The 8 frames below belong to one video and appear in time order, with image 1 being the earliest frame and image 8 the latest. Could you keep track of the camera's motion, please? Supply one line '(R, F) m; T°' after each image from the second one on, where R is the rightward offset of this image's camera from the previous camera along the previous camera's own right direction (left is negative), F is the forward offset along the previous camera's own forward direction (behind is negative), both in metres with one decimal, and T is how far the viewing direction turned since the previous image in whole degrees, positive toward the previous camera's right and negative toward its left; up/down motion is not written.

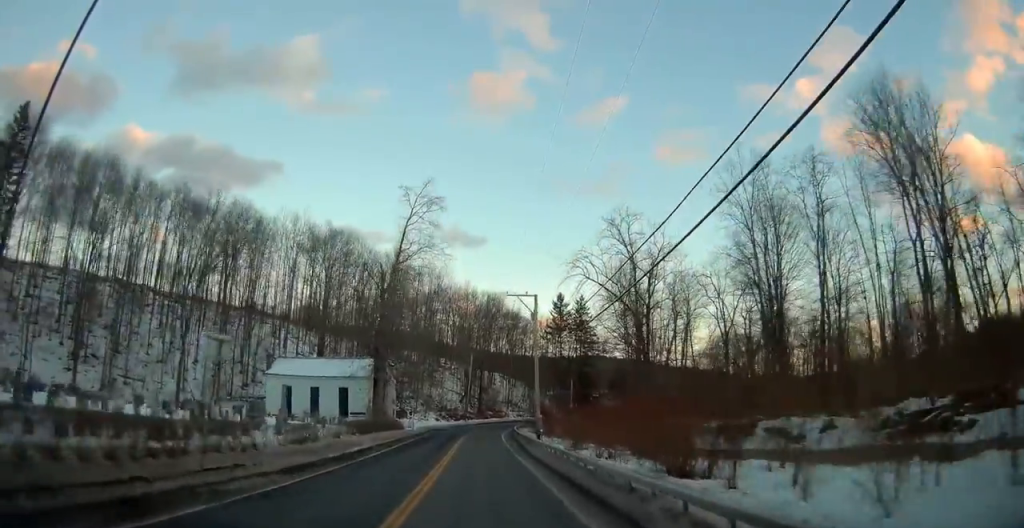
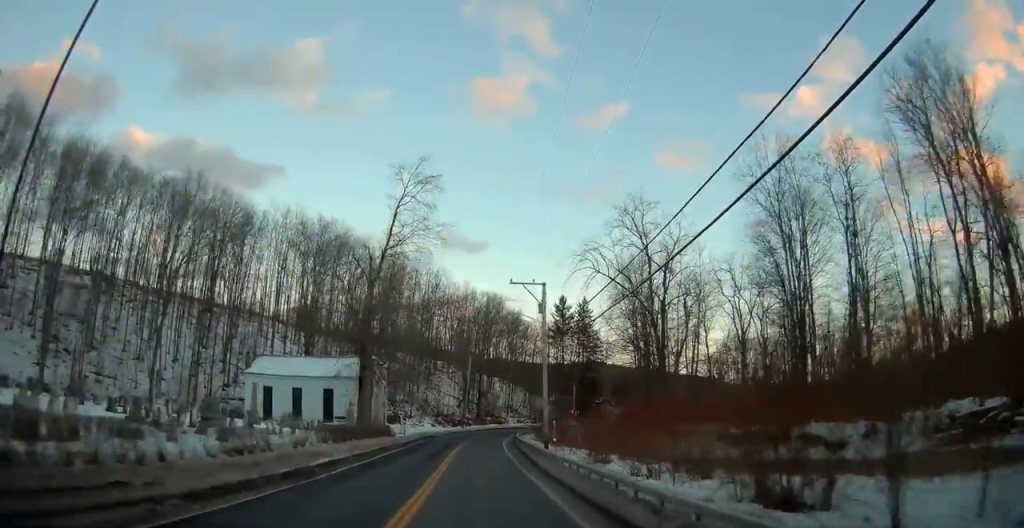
(+0.2, +6.0) m; 0°
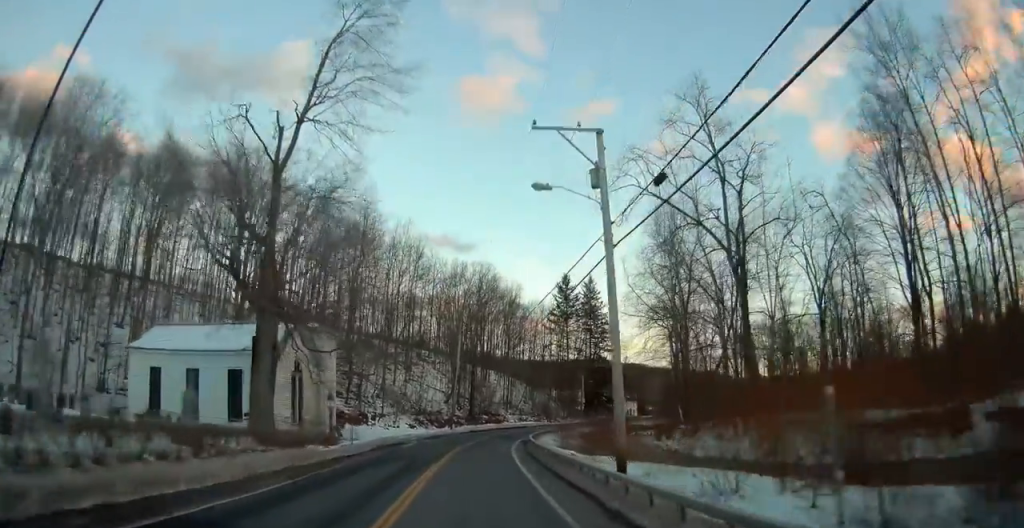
(-0.6, +21.5) m; -1°
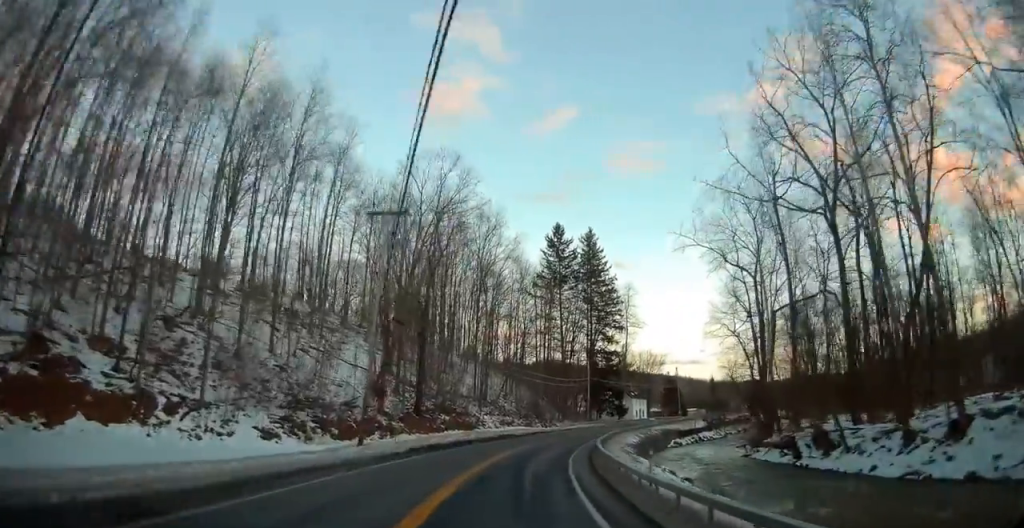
(+1.1, +40.9) m; +4°
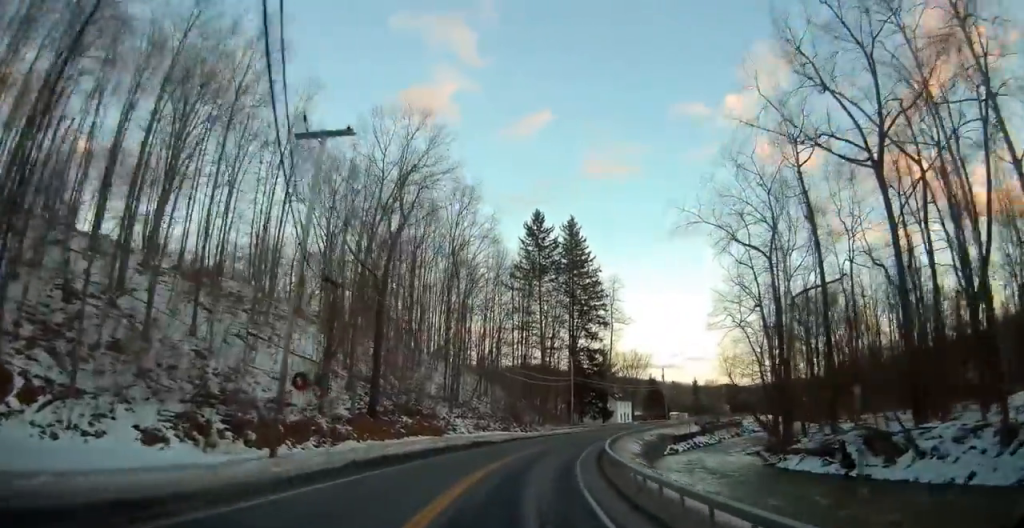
(+0.4, +9.0) m; +3°
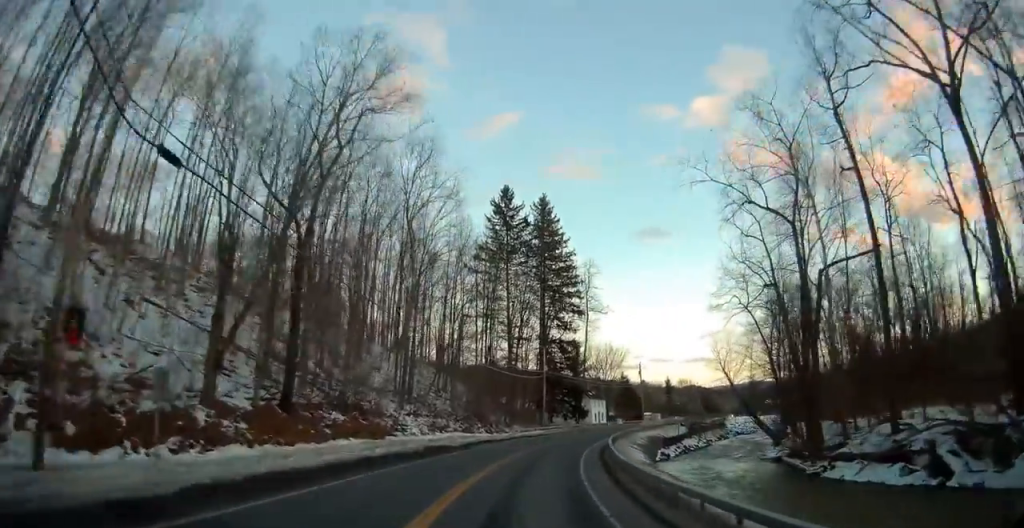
(+0.3, +10.5) m; +4°
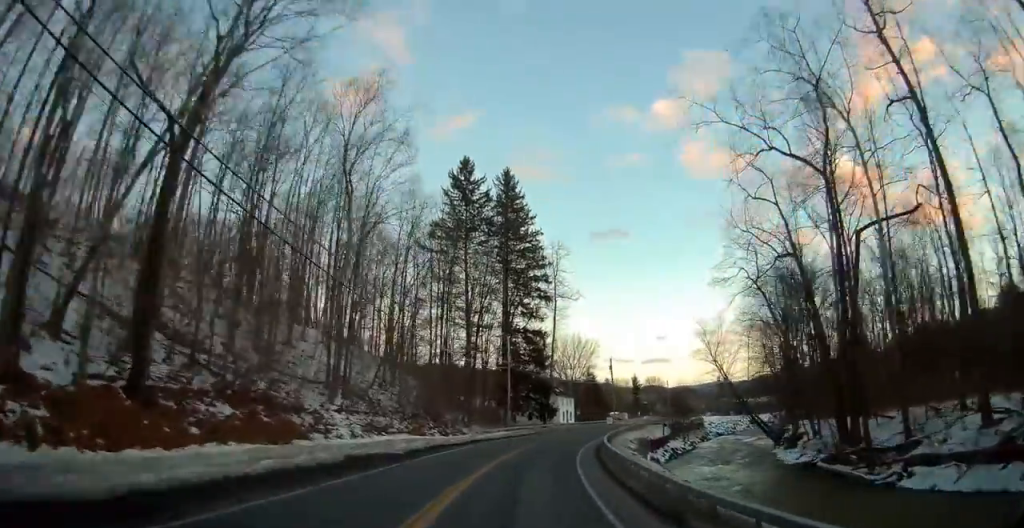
(+0.3, +10.0) m; +4°
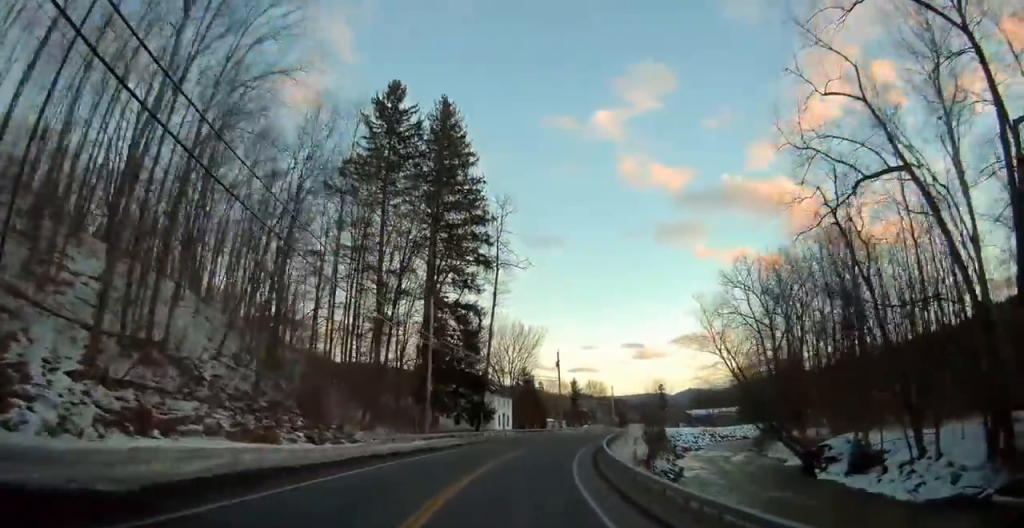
(+1.3, +19.0) m; +7°
